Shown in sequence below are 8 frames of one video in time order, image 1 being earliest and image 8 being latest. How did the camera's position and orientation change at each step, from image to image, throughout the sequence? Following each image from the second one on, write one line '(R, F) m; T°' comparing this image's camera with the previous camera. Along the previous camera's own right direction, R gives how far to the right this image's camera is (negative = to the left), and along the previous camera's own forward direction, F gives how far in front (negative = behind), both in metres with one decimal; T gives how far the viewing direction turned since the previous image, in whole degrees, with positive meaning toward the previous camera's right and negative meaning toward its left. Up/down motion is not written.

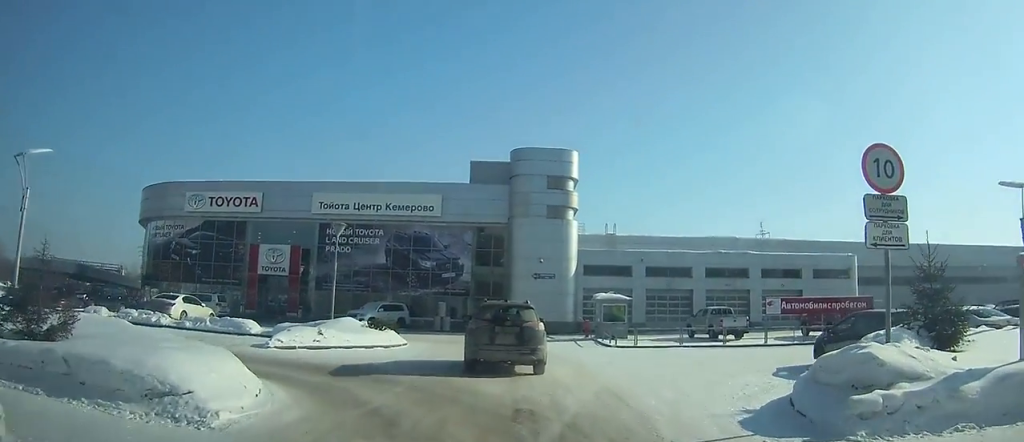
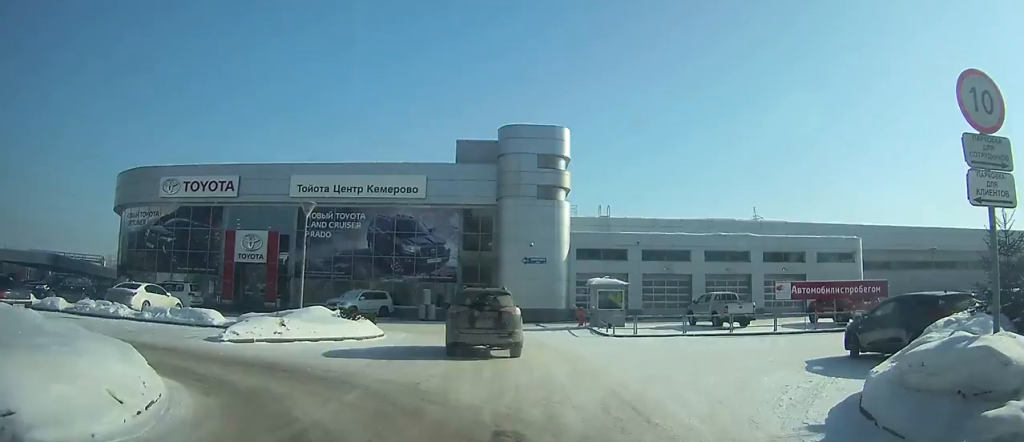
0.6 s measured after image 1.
(+0.1, +1.8) m; +3°
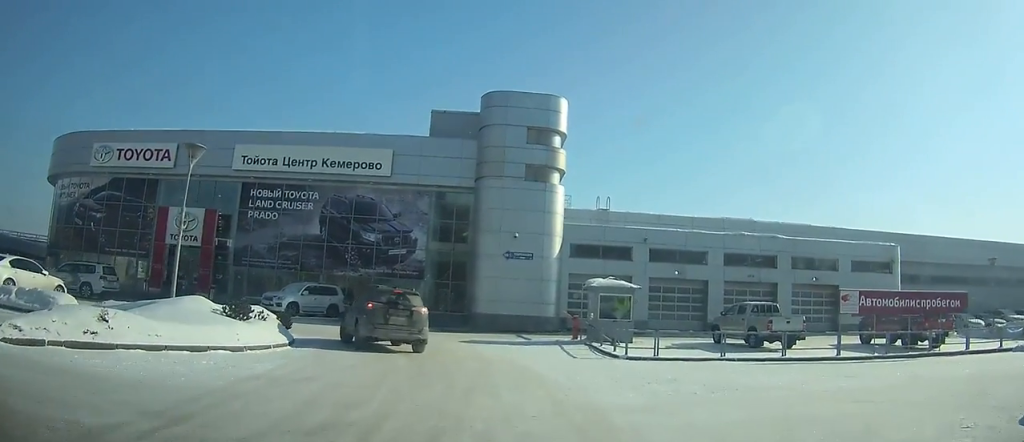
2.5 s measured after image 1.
(+0.5, +6.7) m; +7°
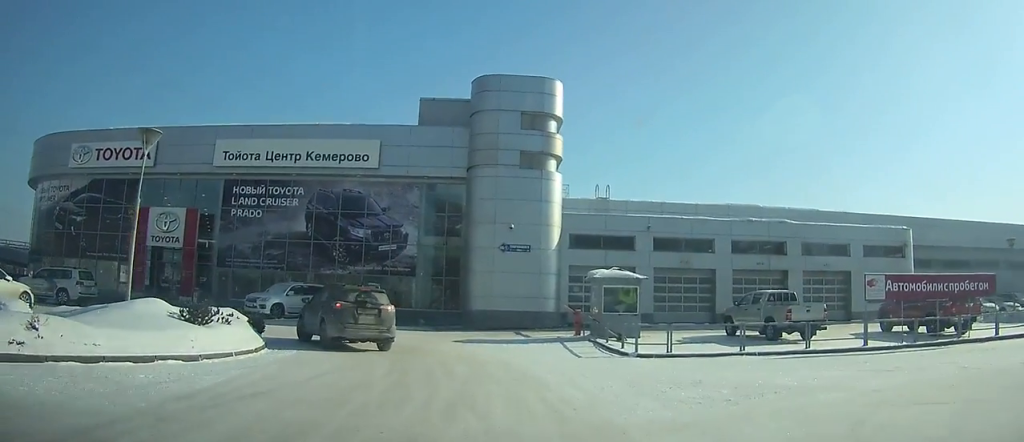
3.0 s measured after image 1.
(0.0, +2.0) m; -1°
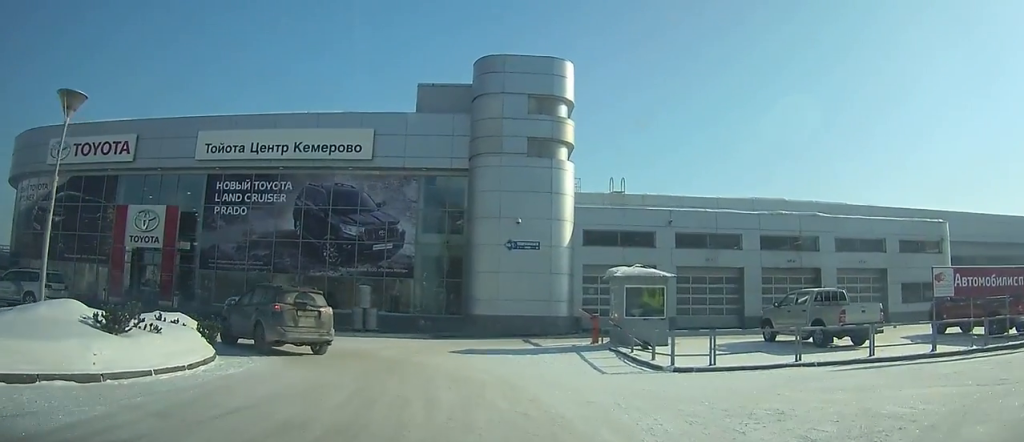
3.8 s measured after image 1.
(-0.1, +3.5) m; -3°
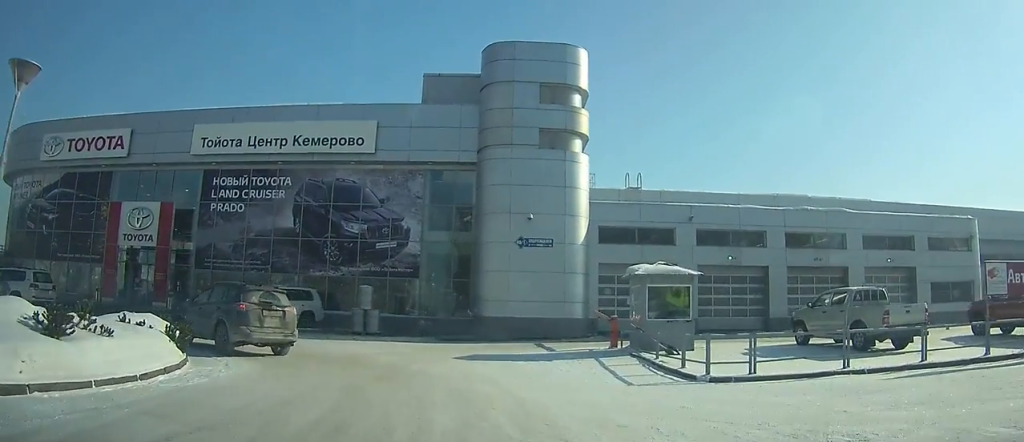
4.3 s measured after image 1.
(0.0, +2.1) m; -2°
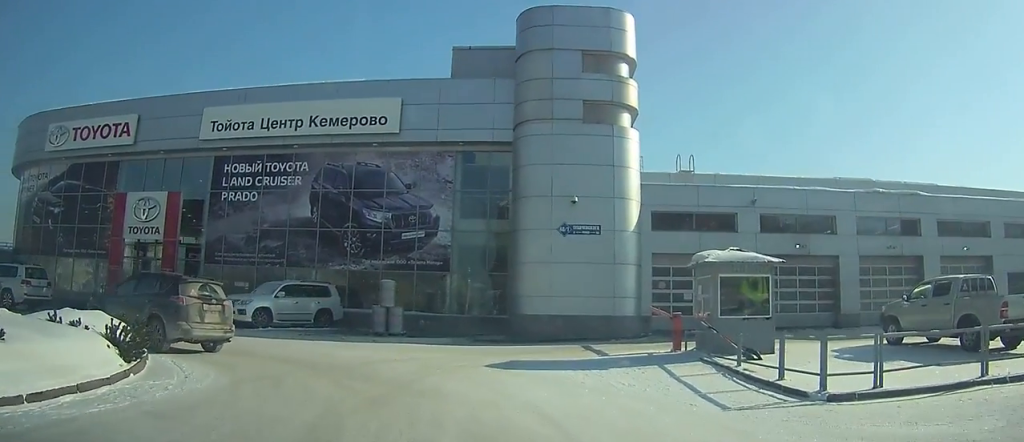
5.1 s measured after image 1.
(-0.1, +3.6) m; -7°
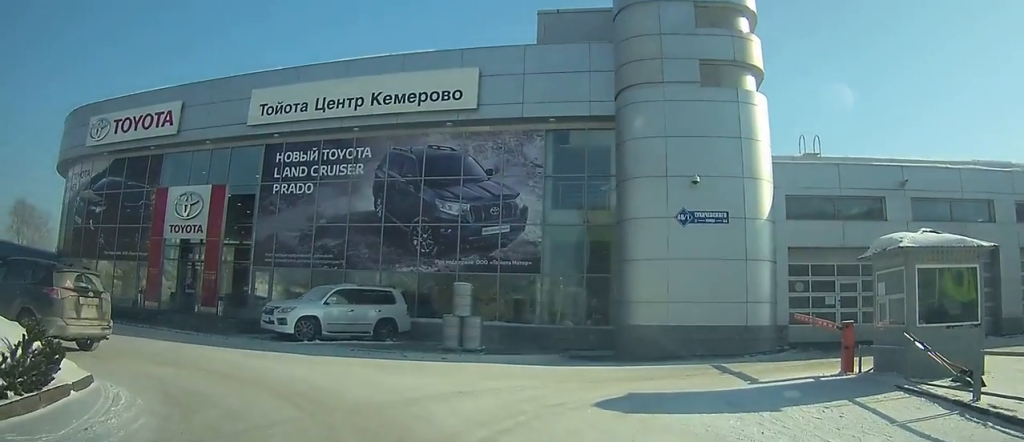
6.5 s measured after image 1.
(-0.6, +4.8) m; -21°
